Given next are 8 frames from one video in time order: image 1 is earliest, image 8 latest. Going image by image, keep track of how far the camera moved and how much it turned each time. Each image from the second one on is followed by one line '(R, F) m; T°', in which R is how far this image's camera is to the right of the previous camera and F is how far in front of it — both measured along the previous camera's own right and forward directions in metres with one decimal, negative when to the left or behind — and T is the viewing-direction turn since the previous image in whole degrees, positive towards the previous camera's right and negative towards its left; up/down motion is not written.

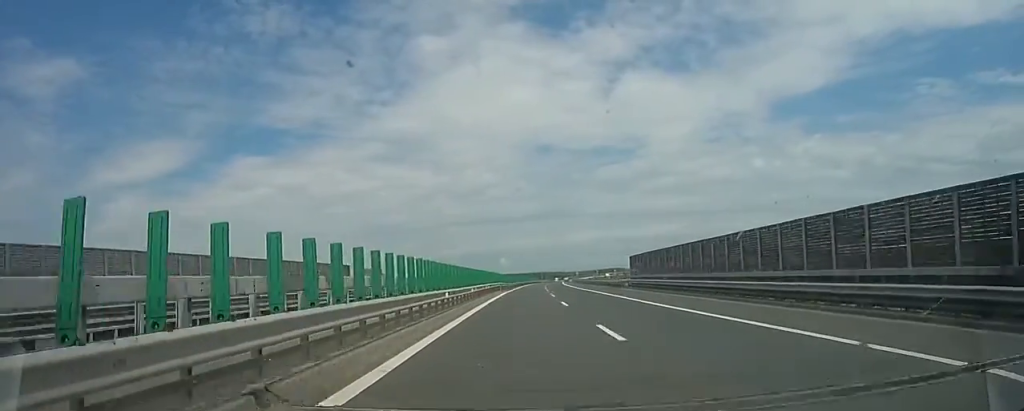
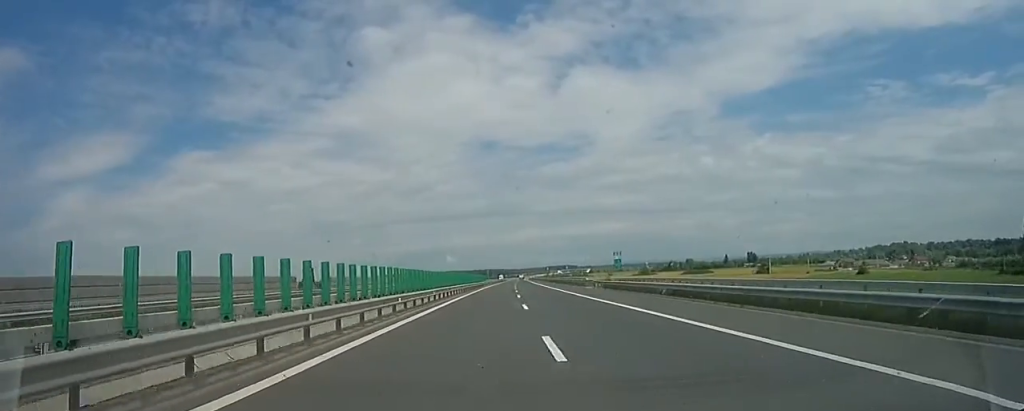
(+3.3, +114.8) m; +5°
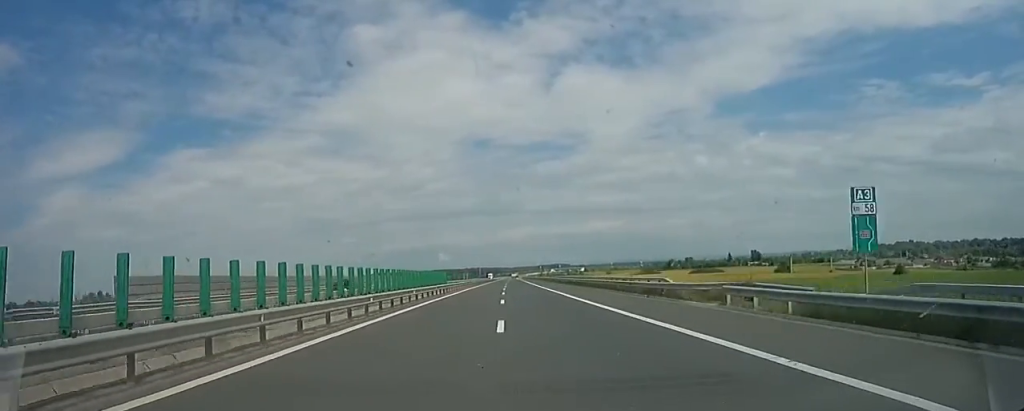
(+0.8, +32.1) m; +1°
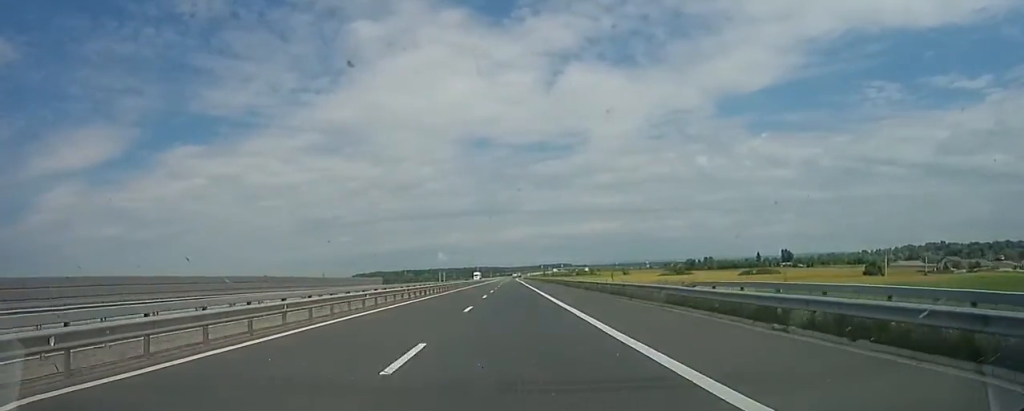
(+1.0, +75.9) m; +1°
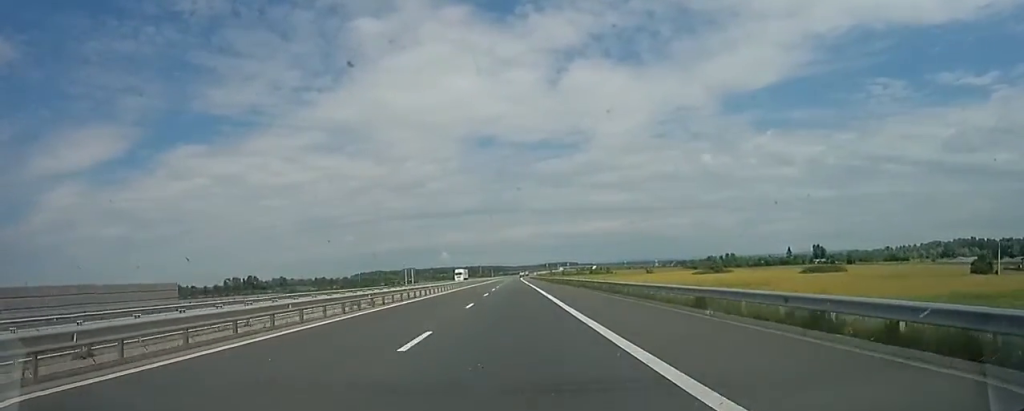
(0.0, +56.6) m; 0°
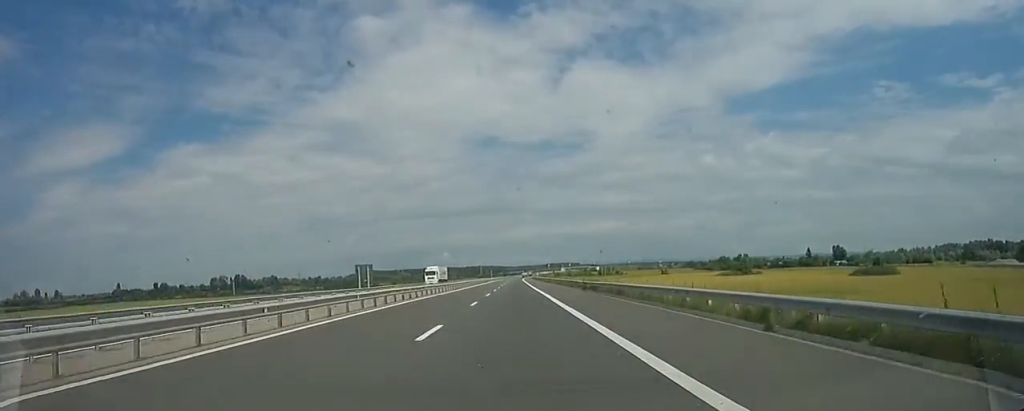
(0.0, +33.6) m; 0°
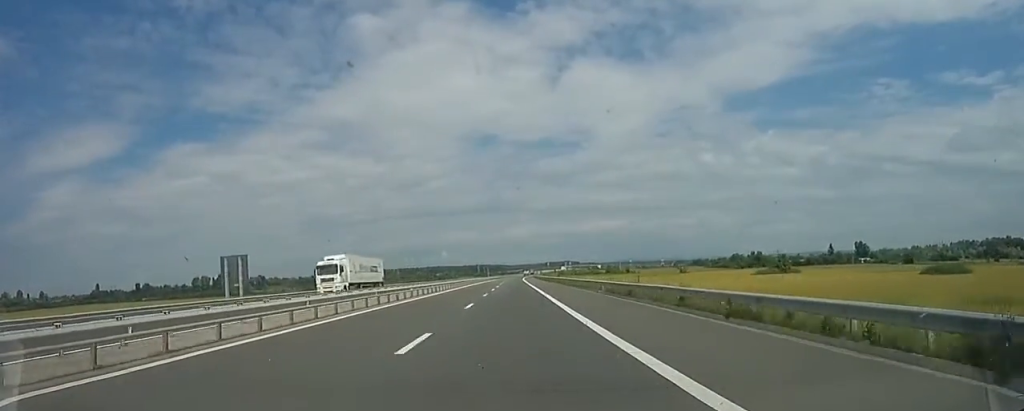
(0.0, +37.1) m; 0°
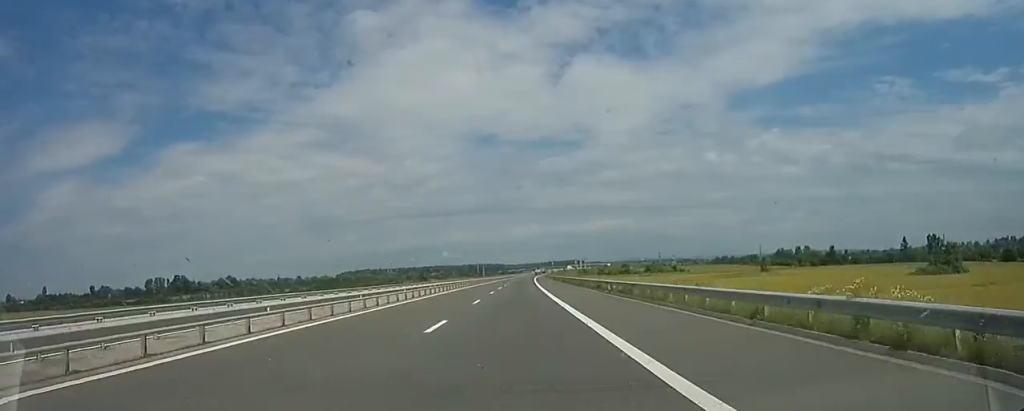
(+0.4, +90.7) m; 0°
